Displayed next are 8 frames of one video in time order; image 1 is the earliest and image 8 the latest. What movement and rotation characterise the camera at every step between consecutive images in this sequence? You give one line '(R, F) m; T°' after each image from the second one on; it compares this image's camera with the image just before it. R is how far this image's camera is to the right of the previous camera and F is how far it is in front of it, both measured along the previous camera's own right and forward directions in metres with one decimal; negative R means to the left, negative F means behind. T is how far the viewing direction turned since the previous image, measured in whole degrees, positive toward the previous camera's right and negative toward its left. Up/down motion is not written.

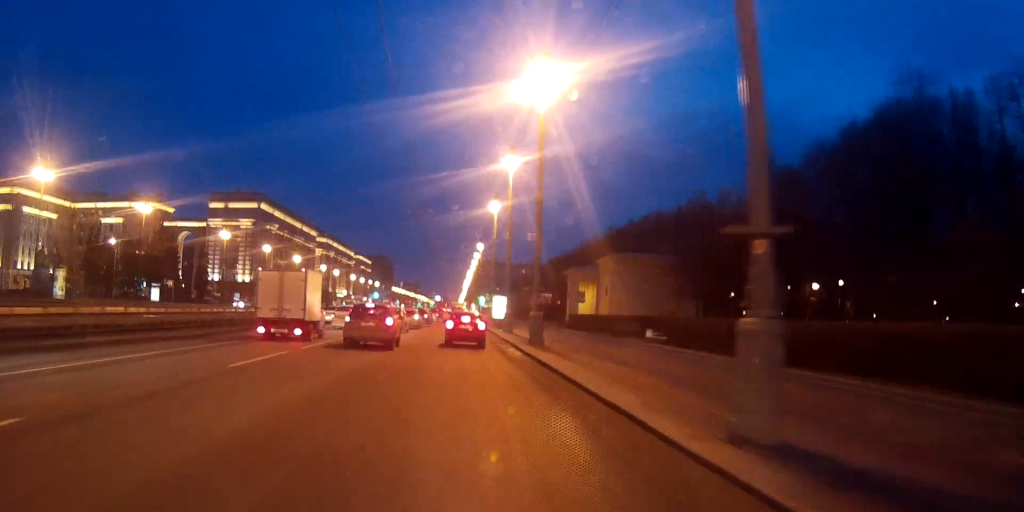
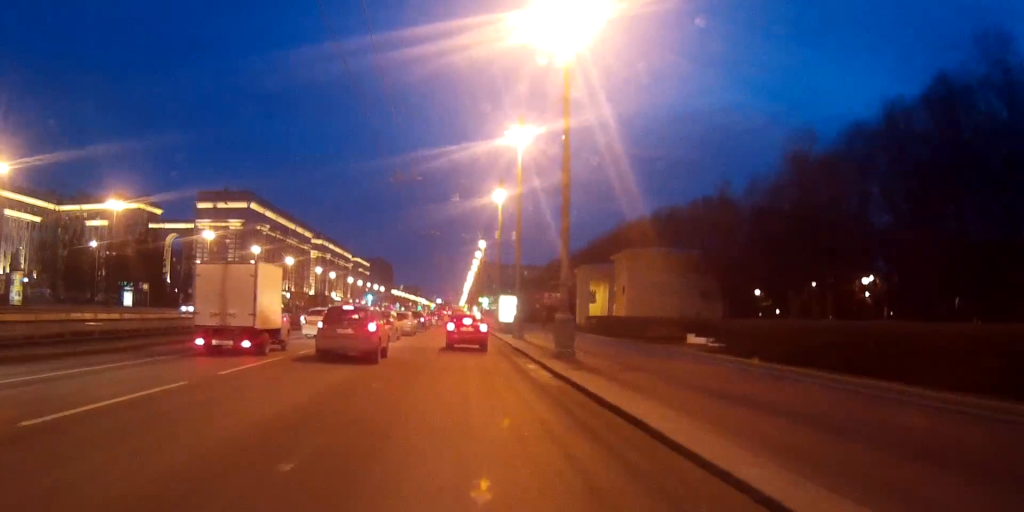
(0.0, +8.7) m; 0°
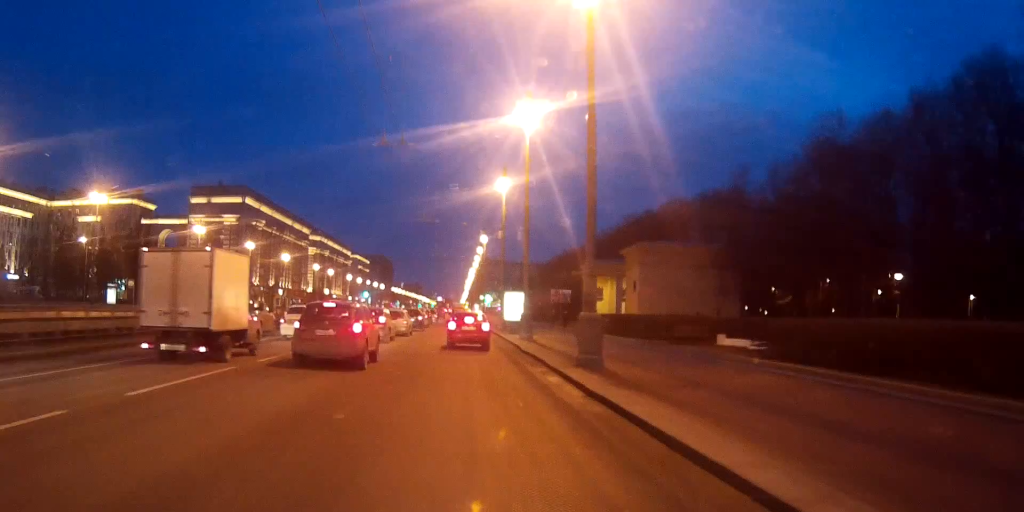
(0.0, +4.8) m; 0°
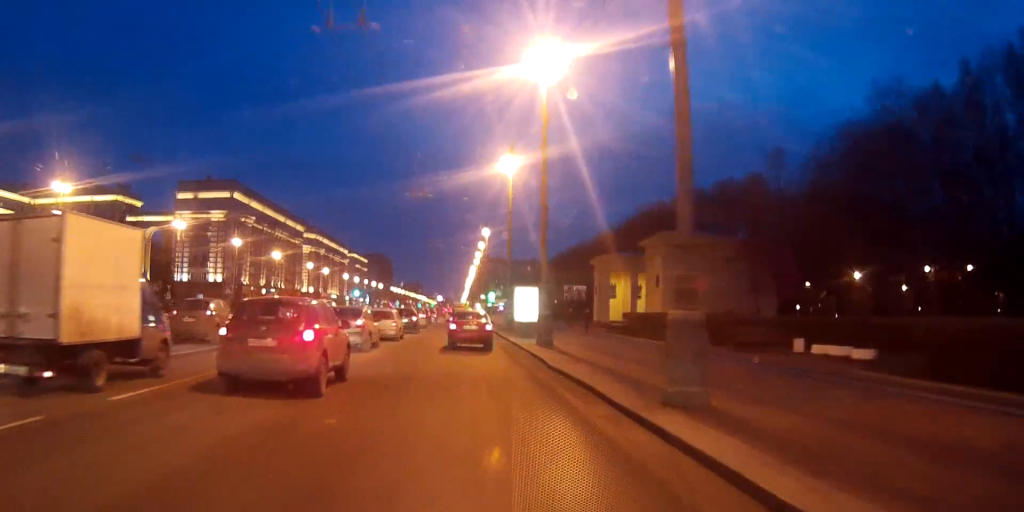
(0.0, +8.5) m; 0°
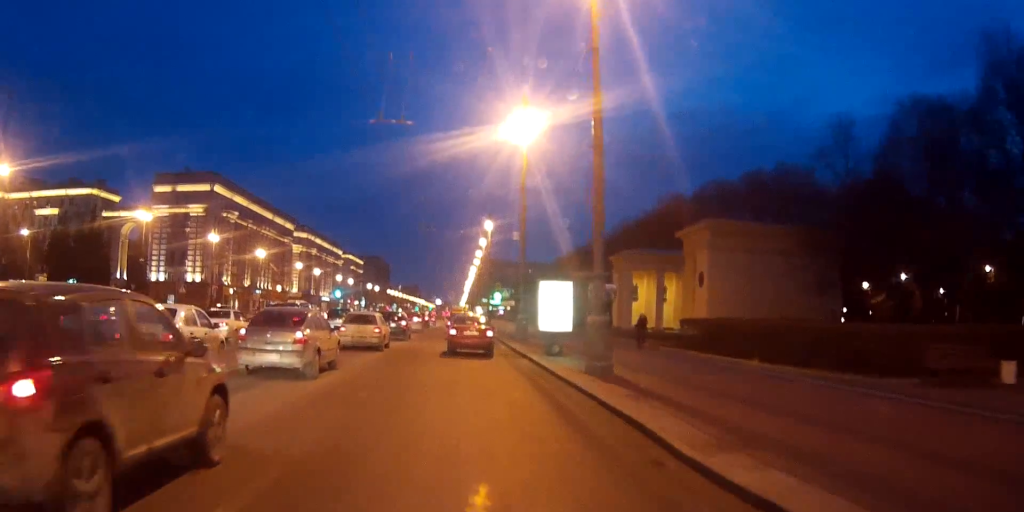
(-0.1, +12.2) m; -1°
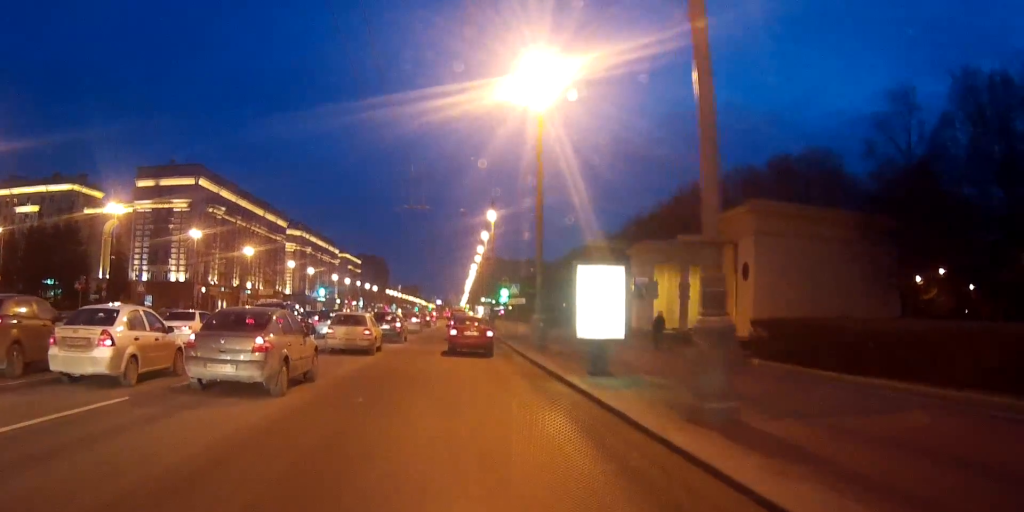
(0.0, +8.6) m; 0°
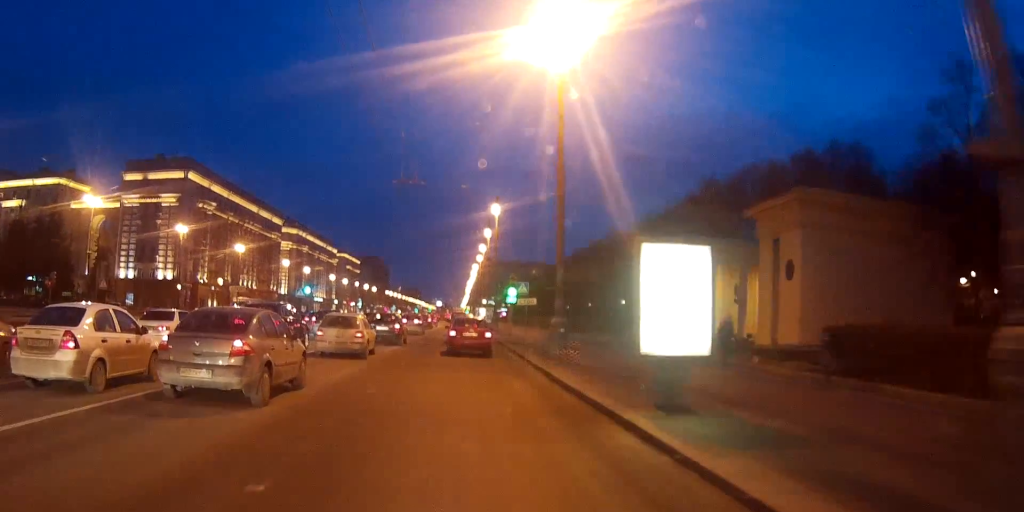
(0.0, +6.4) m; 0°
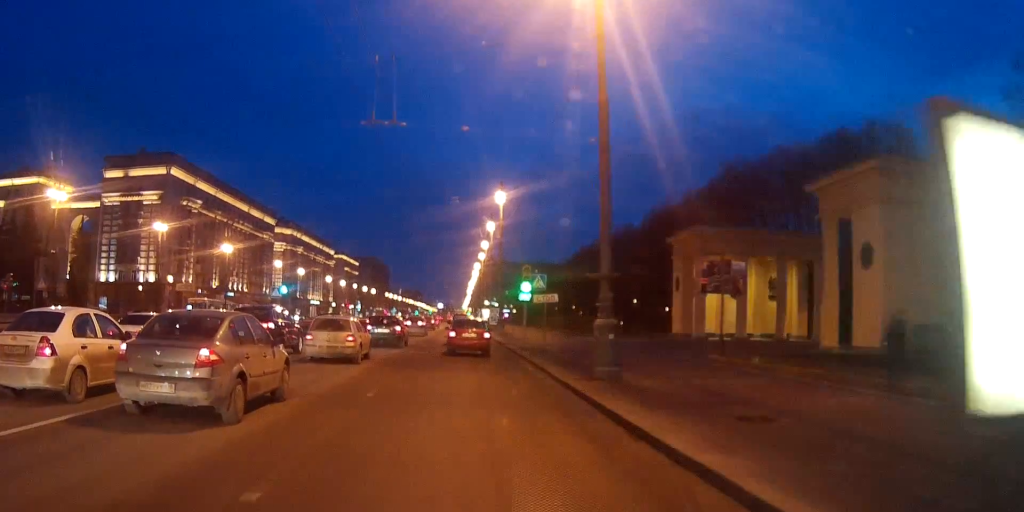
(-0.1, +8.2) m; -1°
